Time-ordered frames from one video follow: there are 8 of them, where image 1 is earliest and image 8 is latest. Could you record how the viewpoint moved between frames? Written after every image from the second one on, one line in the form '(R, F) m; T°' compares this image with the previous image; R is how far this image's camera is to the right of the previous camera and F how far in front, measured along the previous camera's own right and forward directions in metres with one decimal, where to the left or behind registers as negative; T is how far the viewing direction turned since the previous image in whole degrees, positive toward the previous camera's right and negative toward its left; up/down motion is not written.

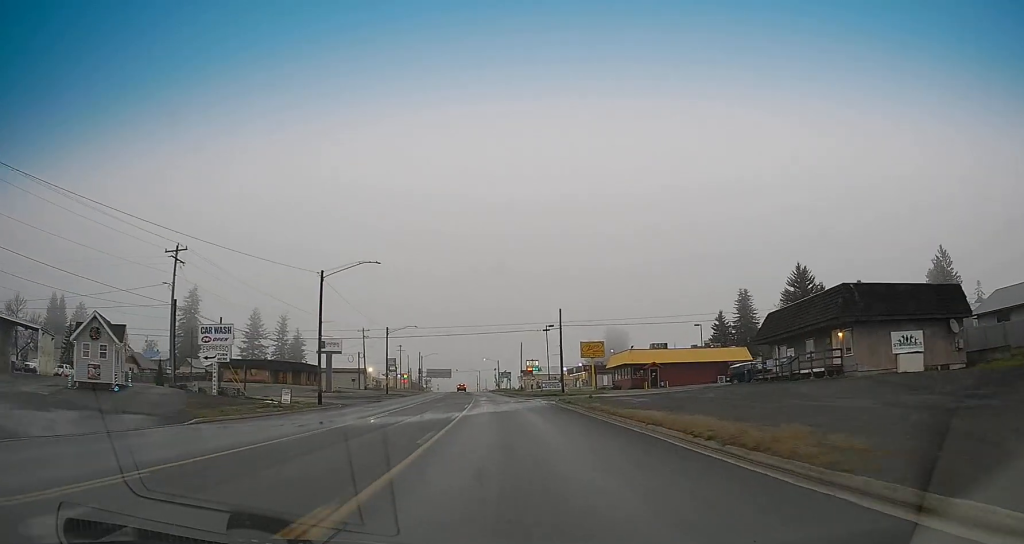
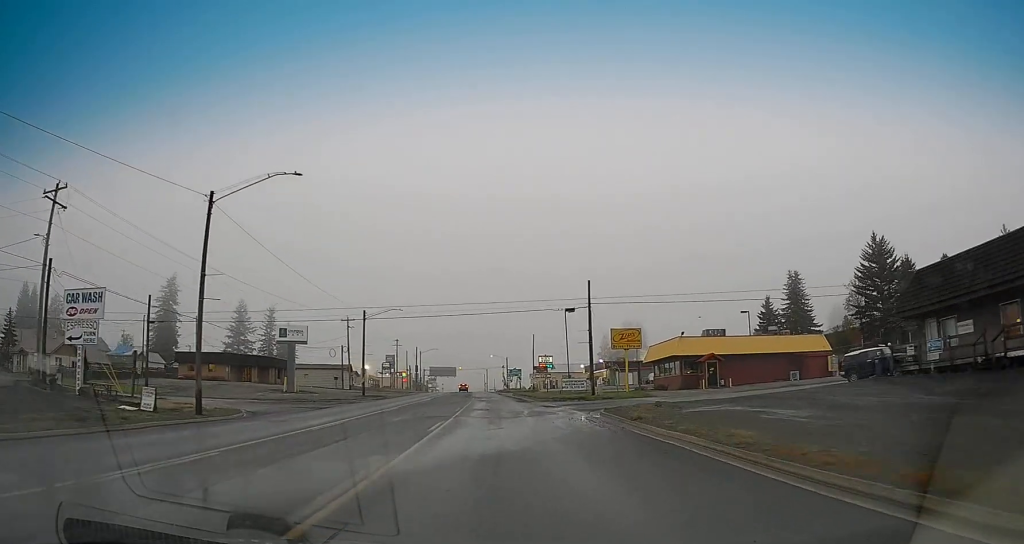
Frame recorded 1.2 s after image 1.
(-0.4, +18.3) m; -1°
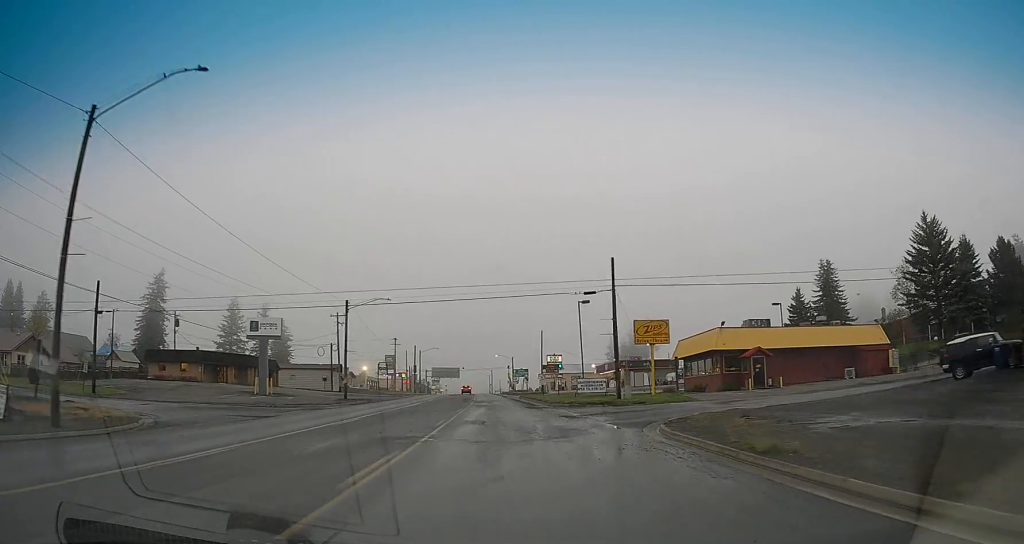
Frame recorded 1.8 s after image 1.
(0.0, +9.4) m; 0°
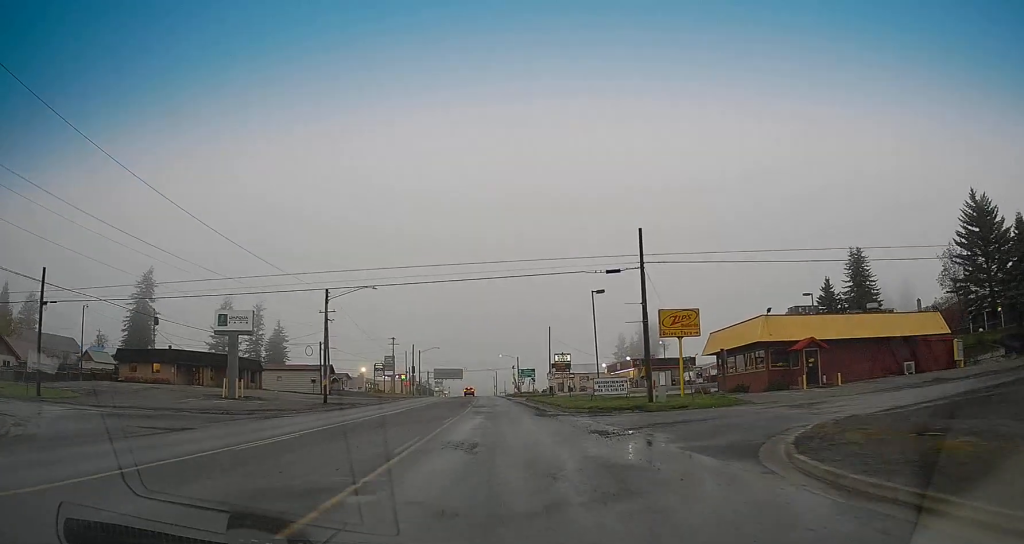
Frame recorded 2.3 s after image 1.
(0.0, +7.9) m; 0°
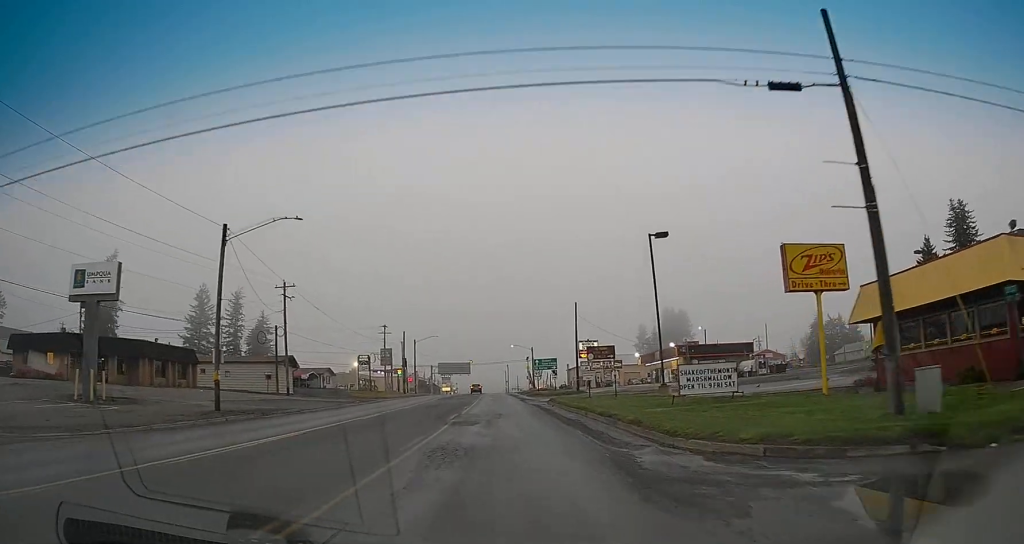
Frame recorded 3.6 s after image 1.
(0.0, +20.9) m; 0°
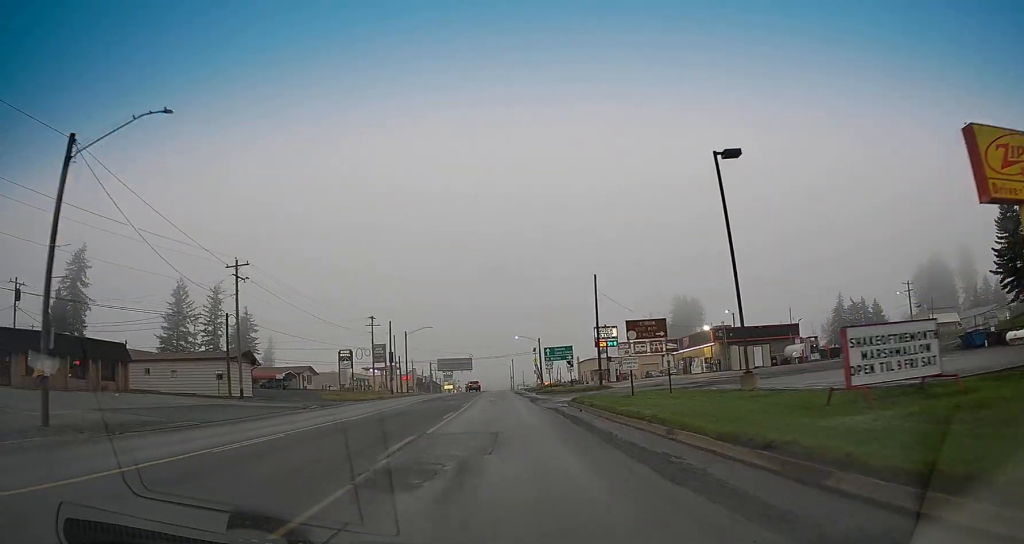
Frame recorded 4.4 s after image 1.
(0.0, +13.1) m; -1°
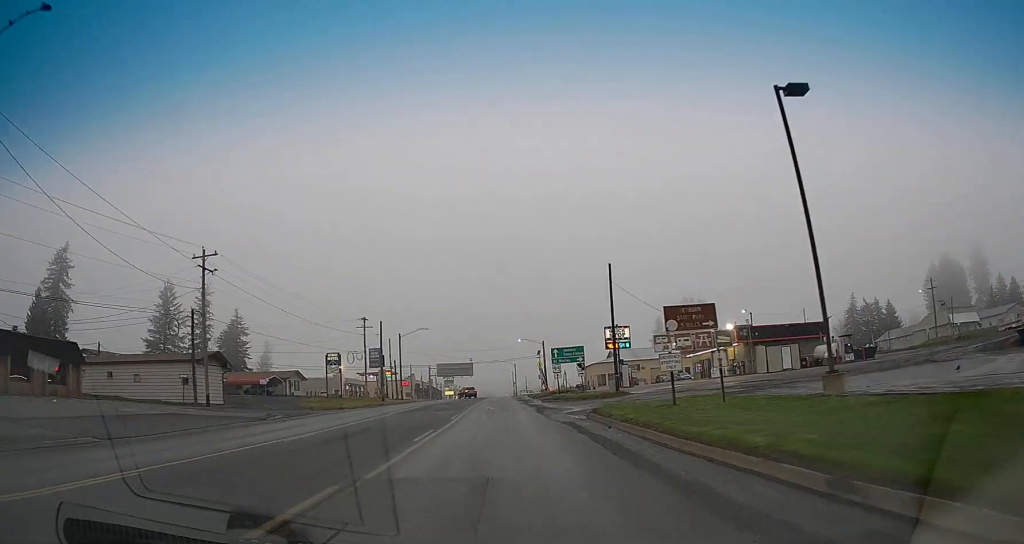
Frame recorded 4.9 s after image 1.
(0.0, +6.8) m; 0°
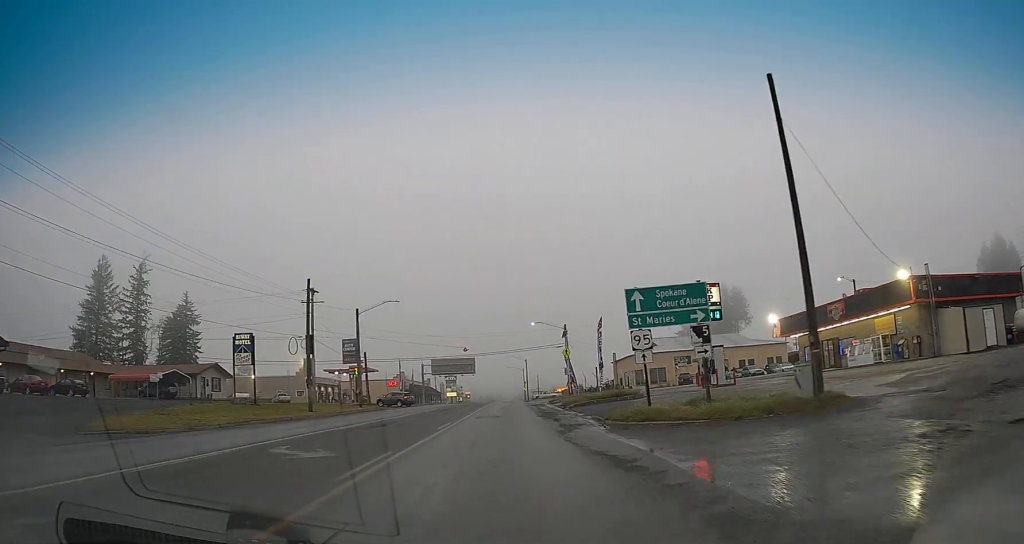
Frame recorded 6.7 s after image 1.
(0.0, +28.8) m; 0°
